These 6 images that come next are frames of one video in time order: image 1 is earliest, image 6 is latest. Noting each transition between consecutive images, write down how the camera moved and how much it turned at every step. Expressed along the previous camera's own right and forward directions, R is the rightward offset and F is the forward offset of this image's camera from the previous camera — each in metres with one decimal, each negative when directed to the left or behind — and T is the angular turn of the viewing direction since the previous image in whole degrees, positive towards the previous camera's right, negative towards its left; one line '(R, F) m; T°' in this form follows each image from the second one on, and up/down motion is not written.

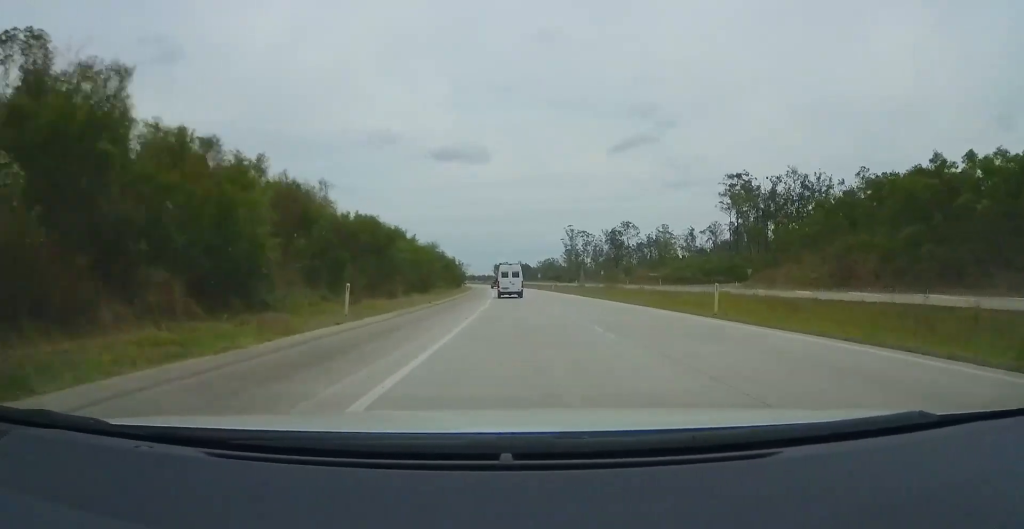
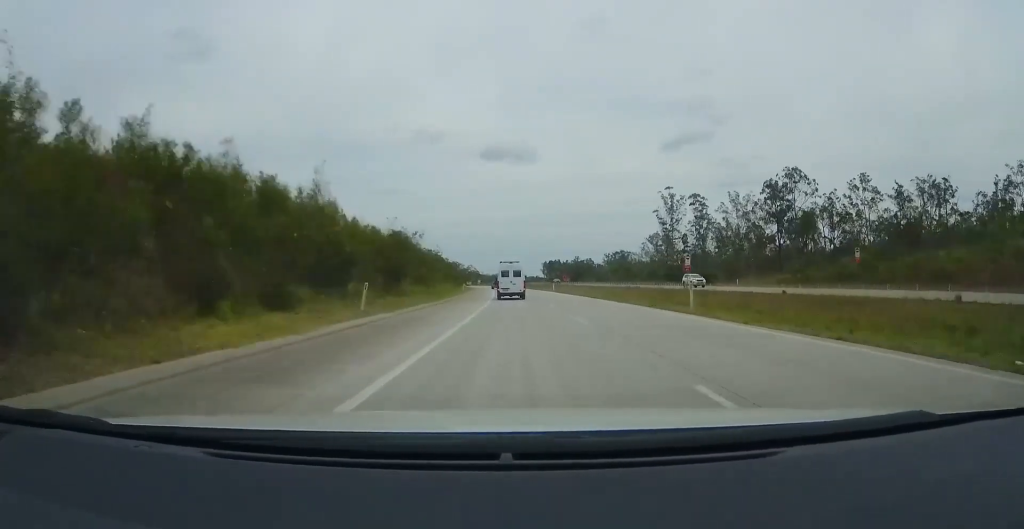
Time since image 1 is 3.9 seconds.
(-4.4, +118.2) m; -5°
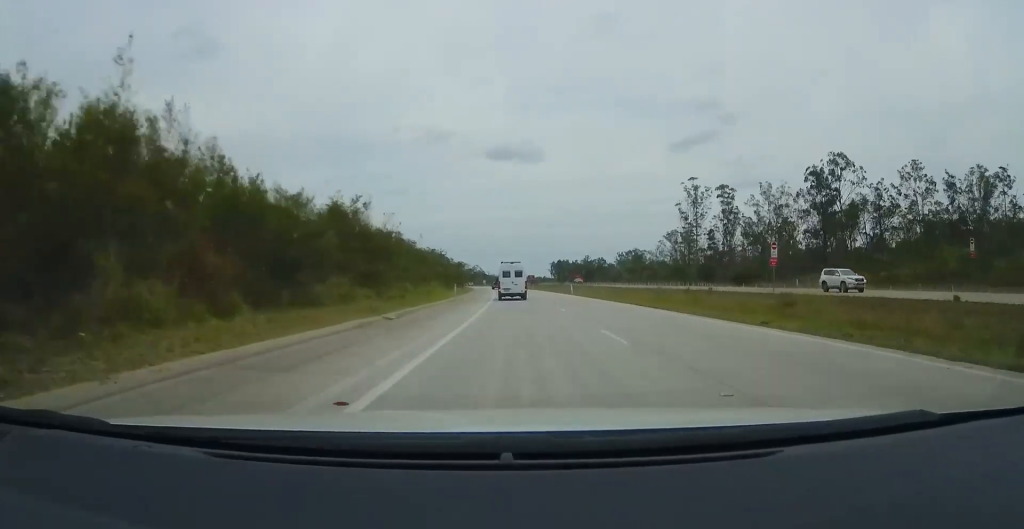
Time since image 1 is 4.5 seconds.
(-0.3, +18.1) m; -1°
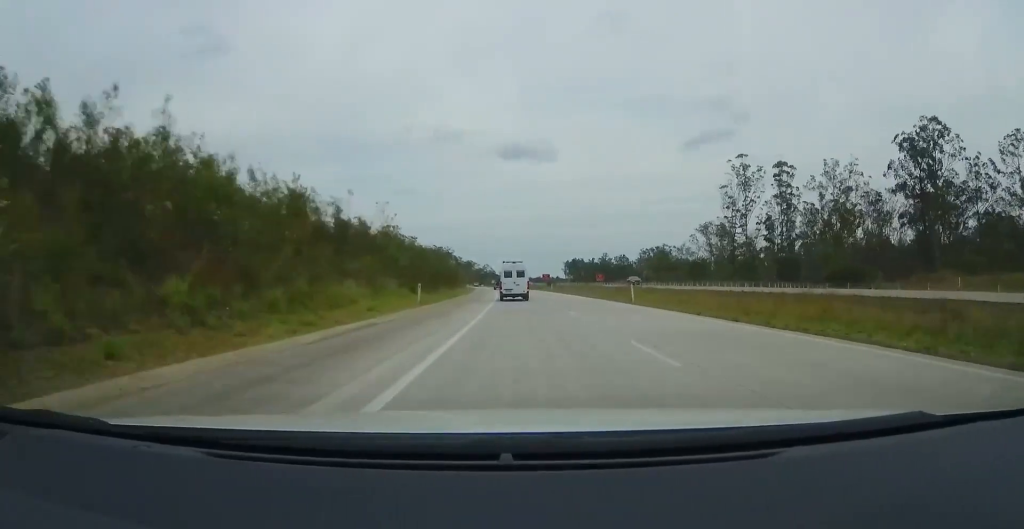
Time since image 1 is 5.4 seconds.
(-0.6, +26.6) m; -1°
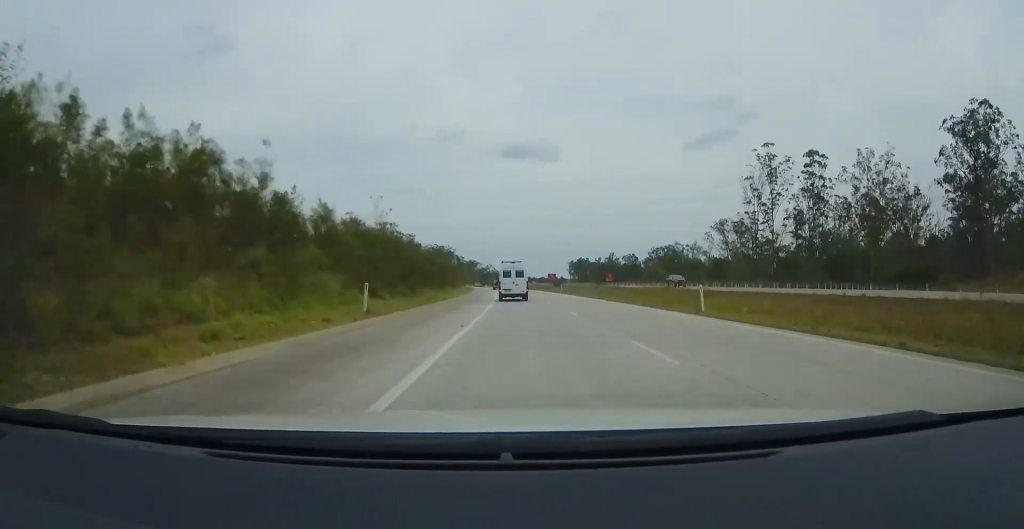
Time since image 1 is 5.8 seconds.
(+0.3, +12.1) m; 0°
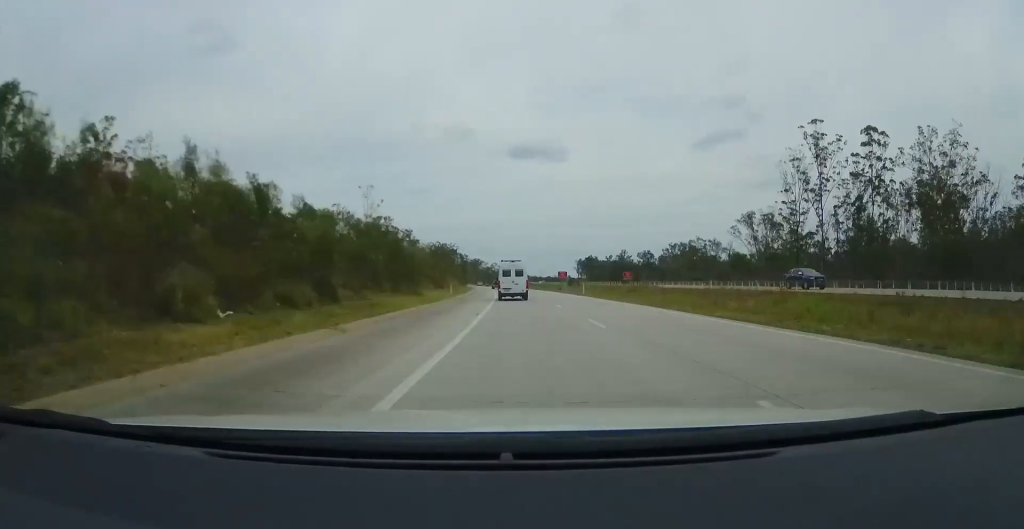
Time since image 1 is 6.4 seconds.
(+0.1, +18.2) m; -1°
